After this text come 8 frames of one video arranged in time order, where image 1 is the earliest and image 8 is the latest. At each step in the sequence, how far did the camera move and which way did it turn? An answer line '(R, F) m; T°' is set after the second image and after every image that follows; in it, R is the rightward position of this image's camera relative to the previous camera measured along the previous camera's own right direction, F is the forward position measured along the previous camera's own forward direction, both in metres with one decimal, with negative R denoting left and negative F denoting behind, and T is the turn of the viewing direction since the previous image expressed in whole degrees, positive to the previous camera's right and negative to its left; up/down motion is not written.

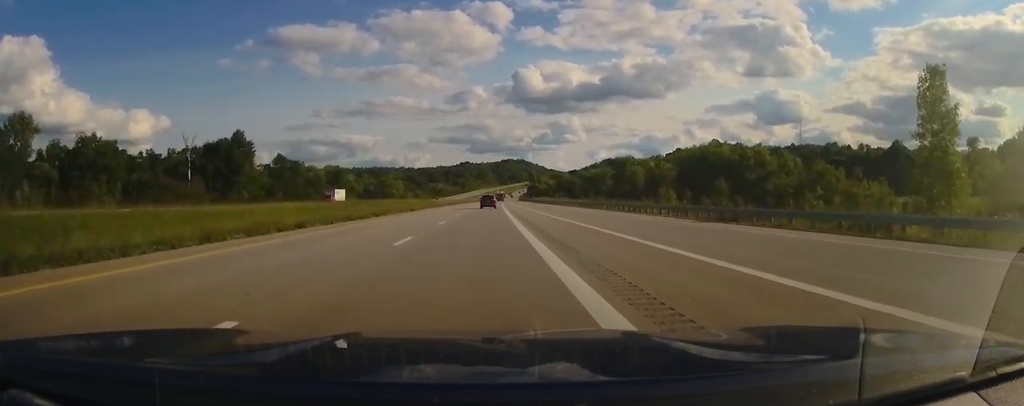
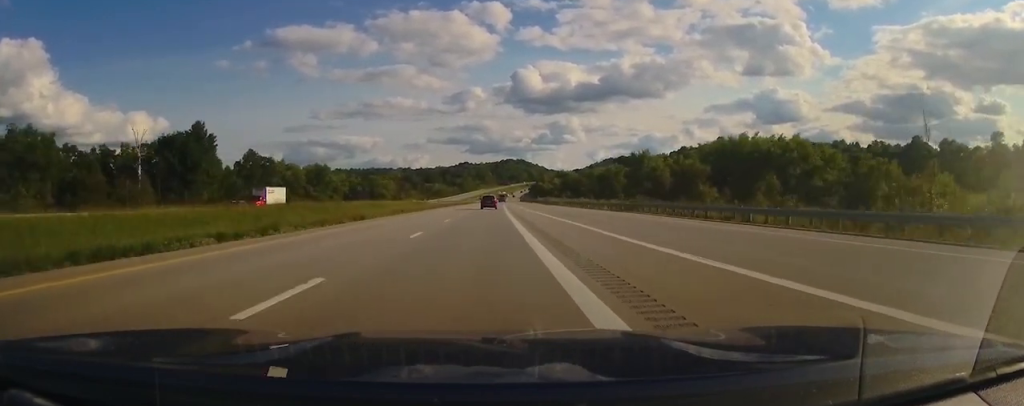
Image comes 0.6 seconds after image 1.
(+0.4, +21.1) m; +1°
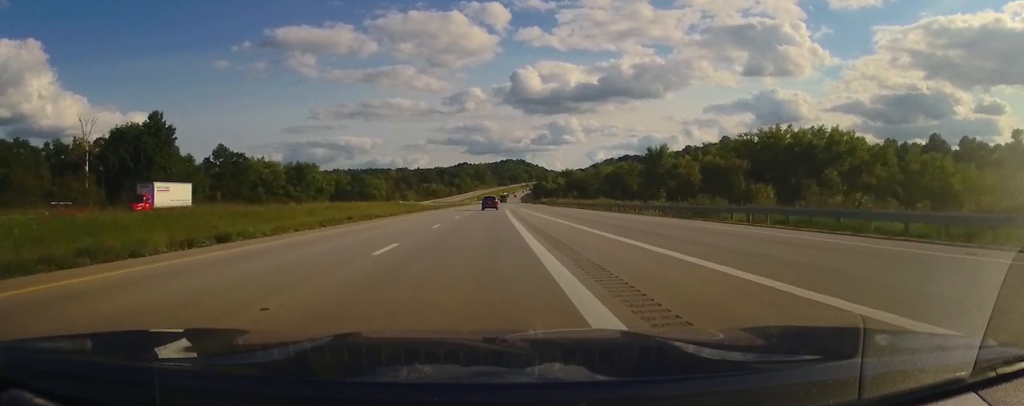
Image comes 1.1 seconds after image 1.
(+0.2, +17.6) m; +1°
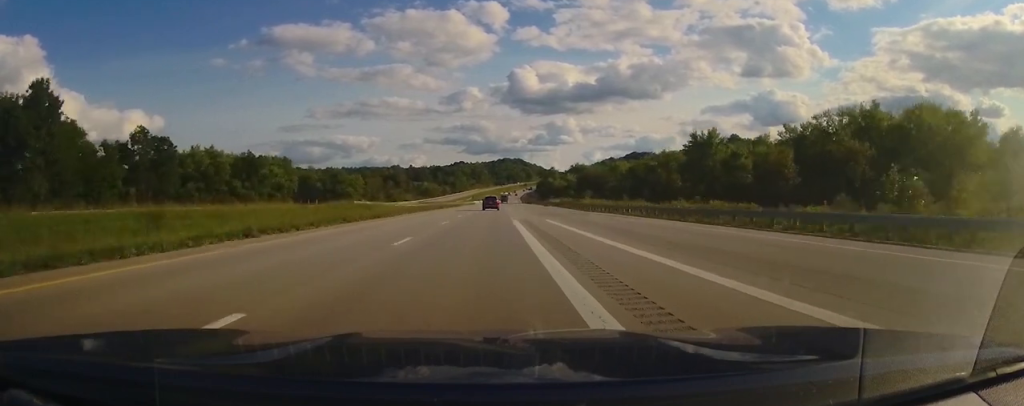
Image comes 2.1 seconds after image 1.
(-0.2, +33.9) m; 0°
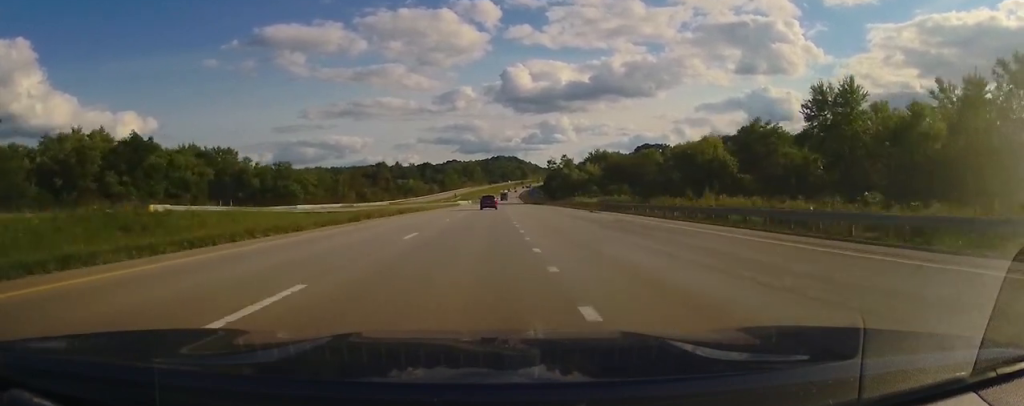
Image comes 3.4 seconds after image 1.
(0.0, +46.8) m; 0°
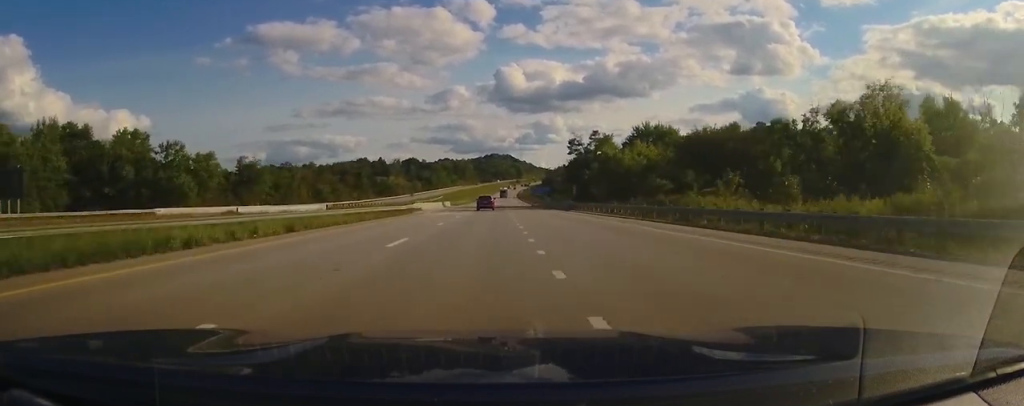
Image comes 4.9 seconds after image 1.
(0.0, +51.5) m; 0°
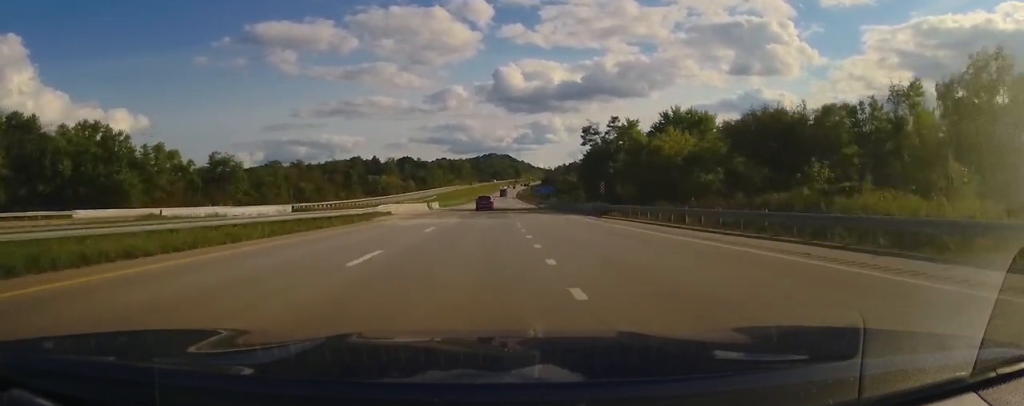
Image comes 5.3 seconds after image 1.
(0.0, +16.3) m; 0°
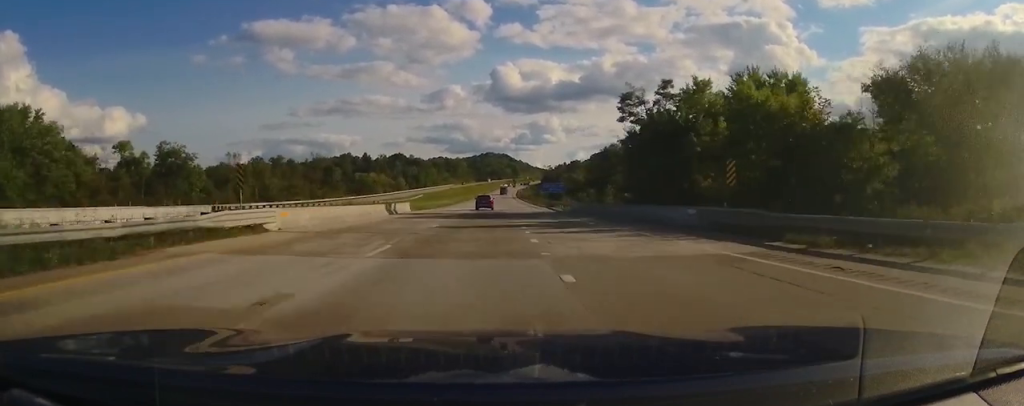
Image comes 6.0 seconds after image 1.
(0.0, +24.4) m; 0°
